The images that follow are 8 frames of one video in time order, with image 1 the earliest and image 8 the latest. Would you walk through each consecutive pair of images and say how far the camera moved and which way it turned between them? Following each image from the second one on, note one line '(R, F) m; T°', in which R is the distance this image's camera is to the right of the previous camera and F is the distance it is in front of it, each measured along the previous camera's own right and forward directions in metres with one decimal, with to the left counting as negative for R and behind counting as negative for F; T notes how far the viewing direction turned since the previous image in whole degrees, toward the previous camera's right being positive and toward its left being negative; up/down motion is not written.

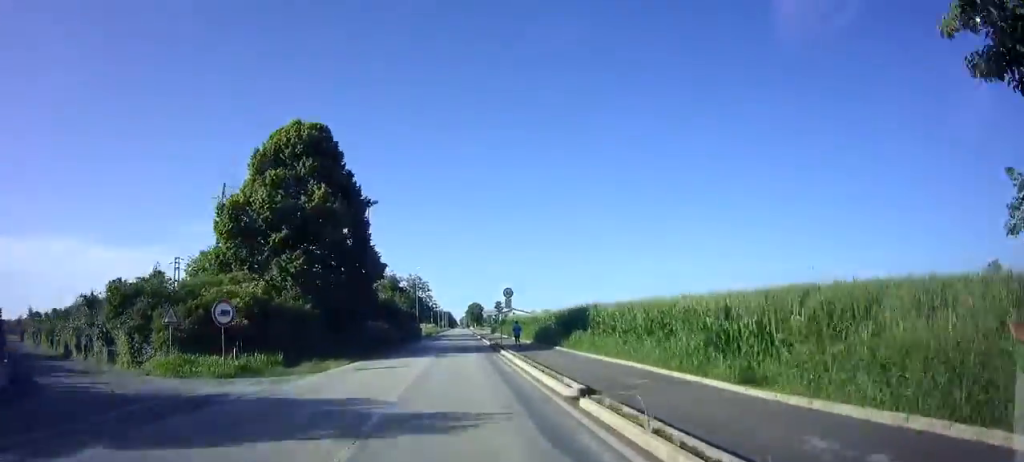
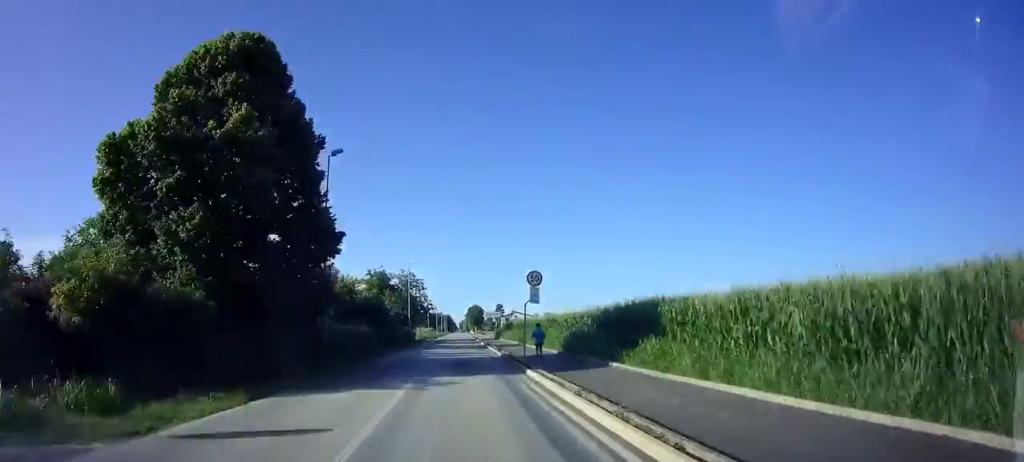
(-0.1, +10.6) m; 0°
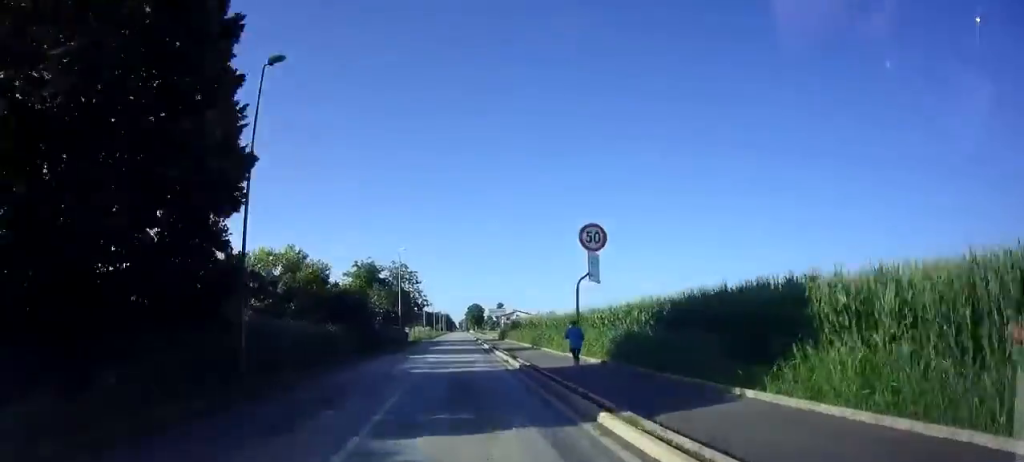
(0.0, +8.7) m; 0°
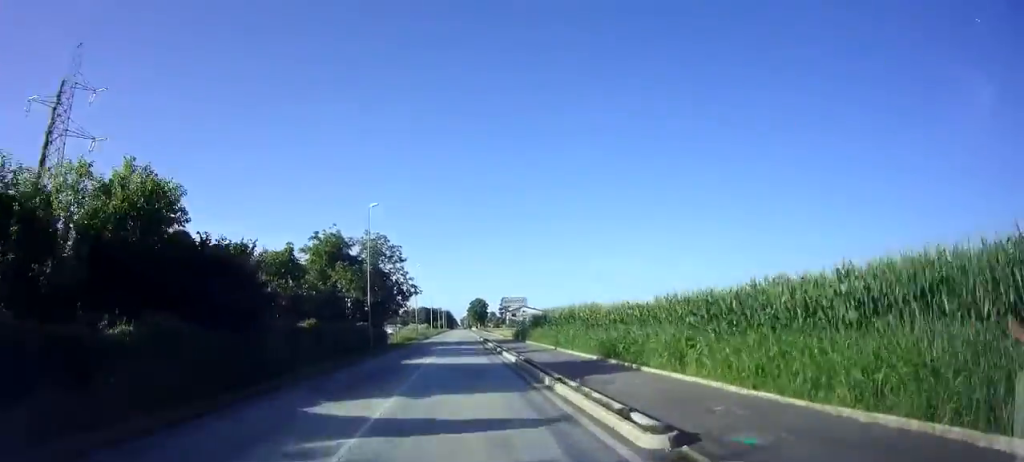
(0.0, +18.0) m; 0°
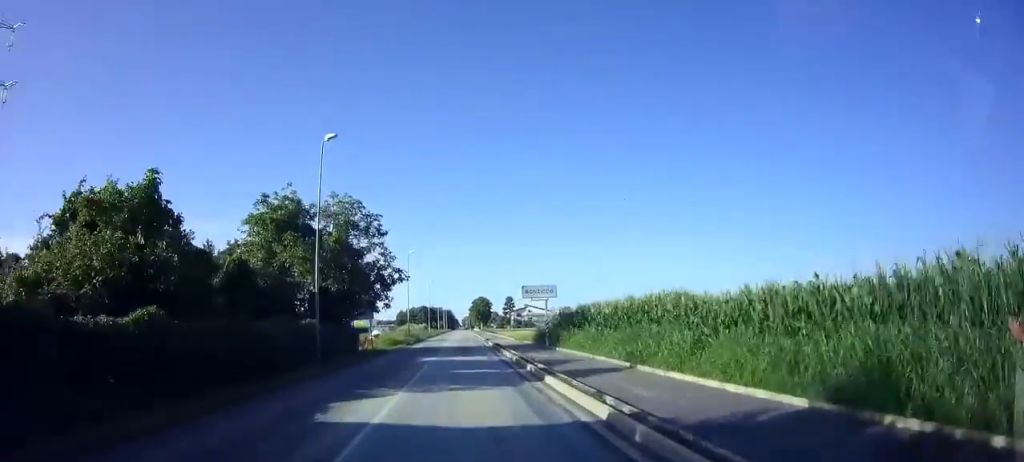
(0.0, +12.6) m; 0°
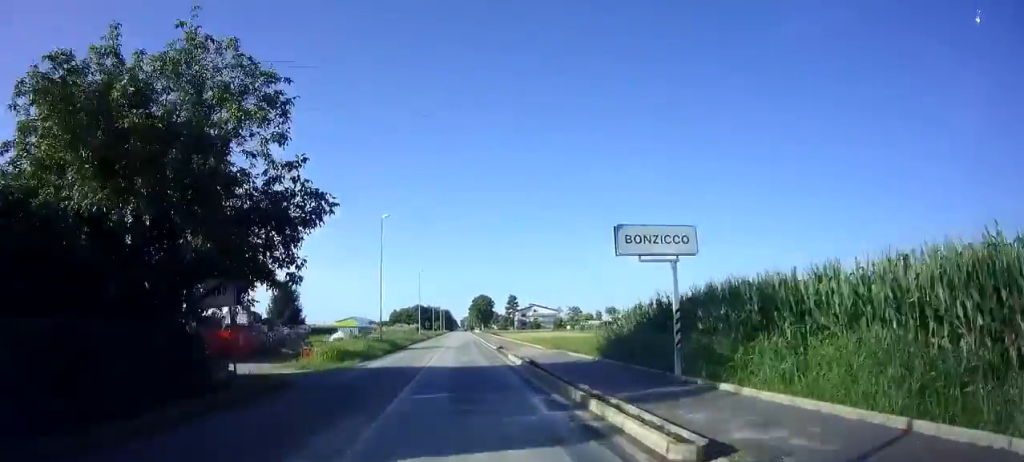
(-0.1, +19.3) m; 0°
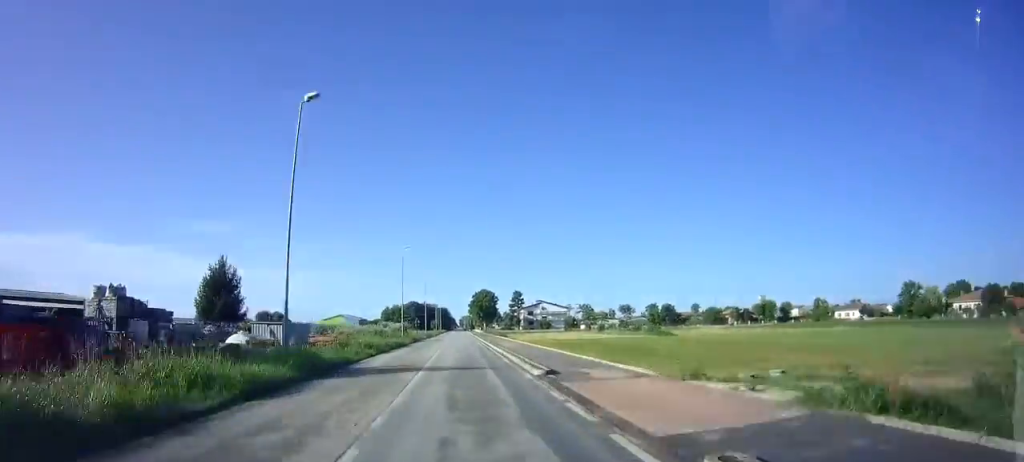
(+0.1, +20.0) m; 0°
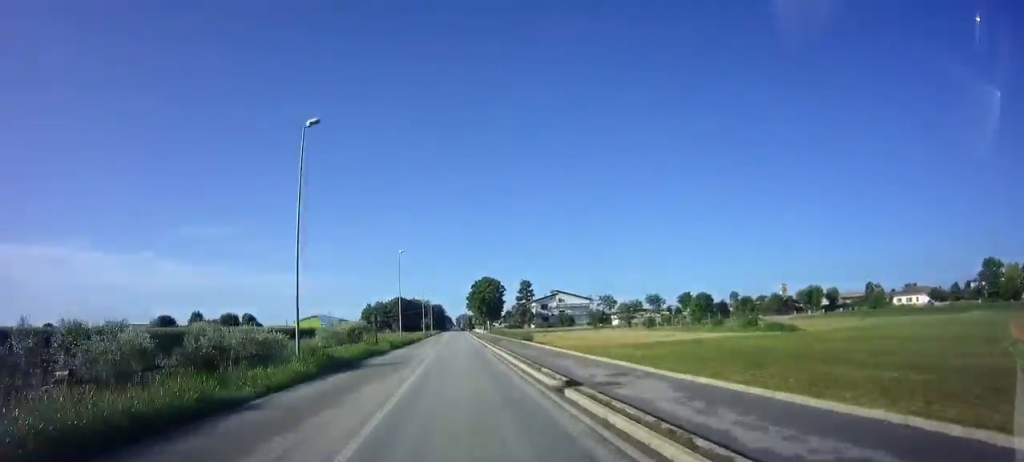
(0.0, +32.6) m; 0°
